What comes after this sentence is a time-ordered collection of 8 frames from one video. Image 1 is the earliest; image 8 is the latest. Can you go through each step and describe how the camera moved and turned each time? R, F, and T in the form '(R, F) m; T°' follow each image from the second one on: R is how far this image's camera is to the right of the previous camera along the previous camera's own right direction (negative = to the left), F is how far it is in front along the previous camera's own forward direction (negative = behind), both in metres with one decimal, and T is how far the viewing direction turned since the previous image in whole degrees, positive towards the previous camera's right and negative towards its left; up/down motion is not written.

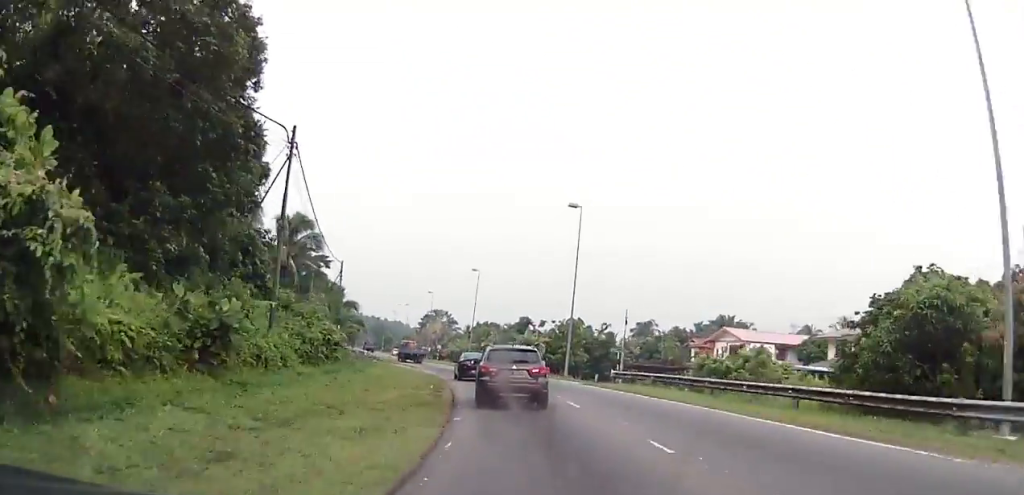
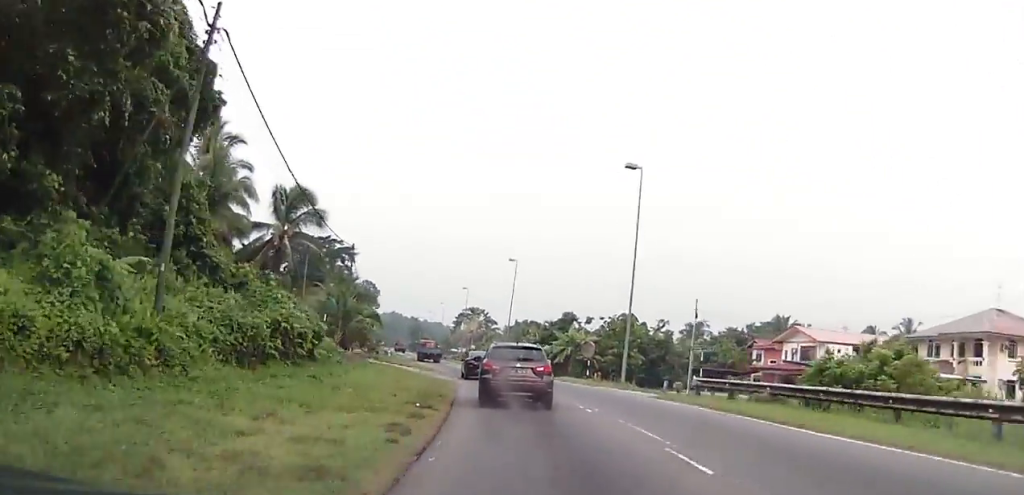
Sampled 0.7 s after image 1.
(-0.2, +10.8) m; -4°
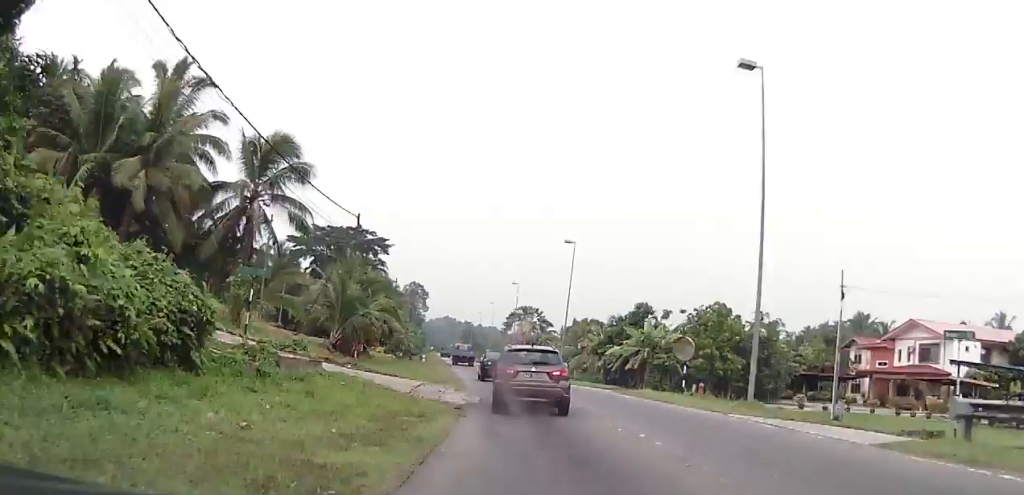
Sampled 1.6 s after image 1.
(-0.8, +14.5) m; -7°
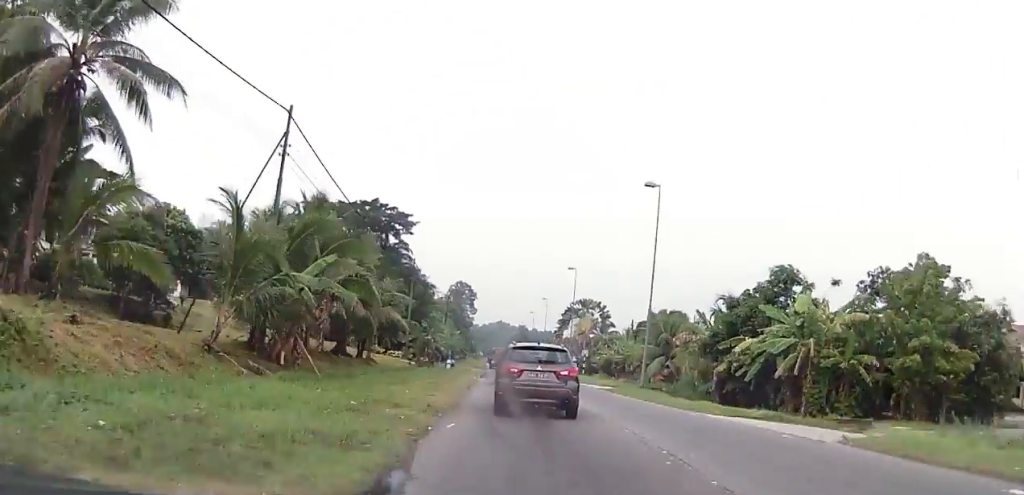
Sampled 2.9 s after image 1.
(-1.8, +20.6) m; -5°
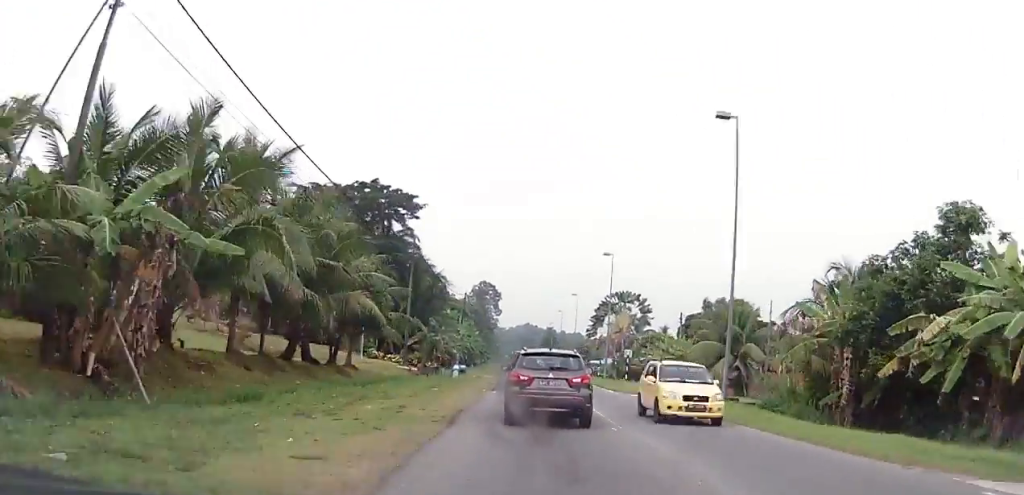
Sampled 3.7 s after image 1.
(+0.5, +12.7) m; -2°
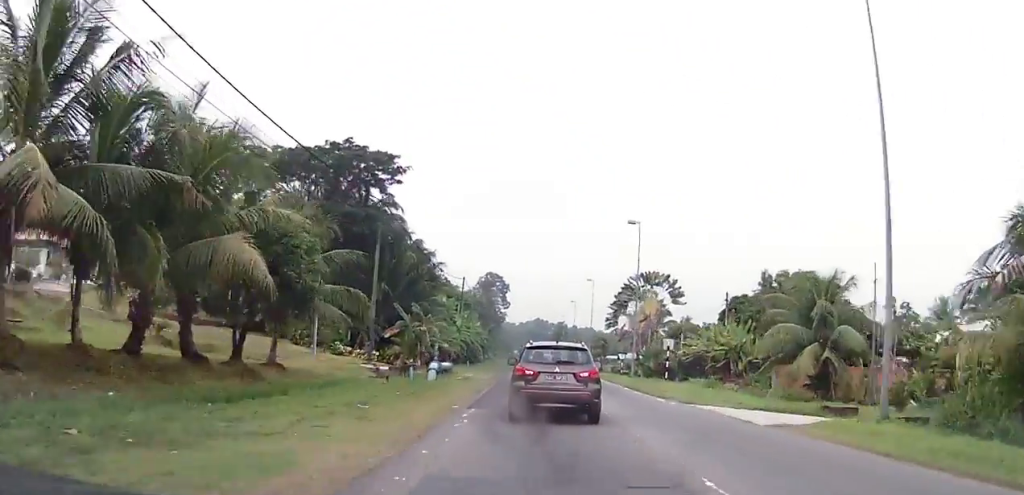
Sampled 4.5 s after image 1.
(-0.6, +13.1) m; -2°
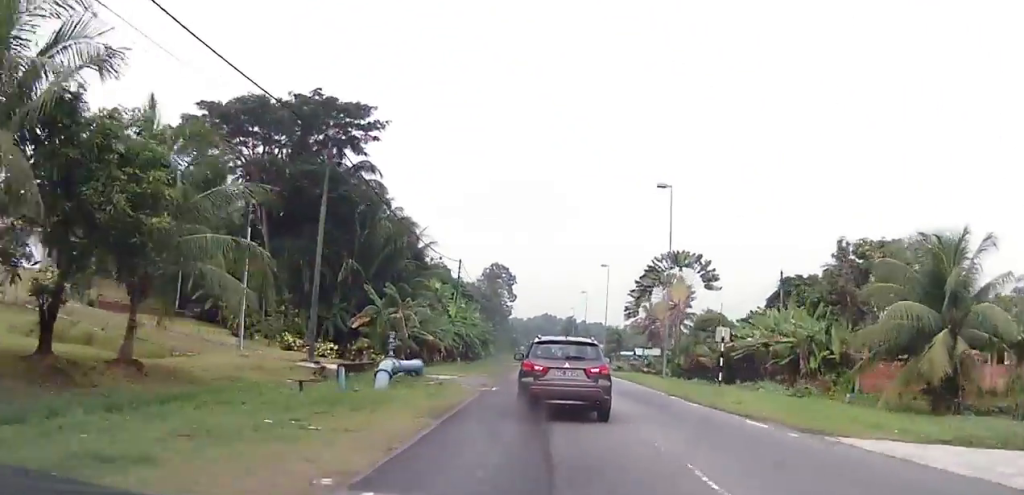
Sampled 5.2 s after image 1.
(-0.2, +10.9) m; 0°
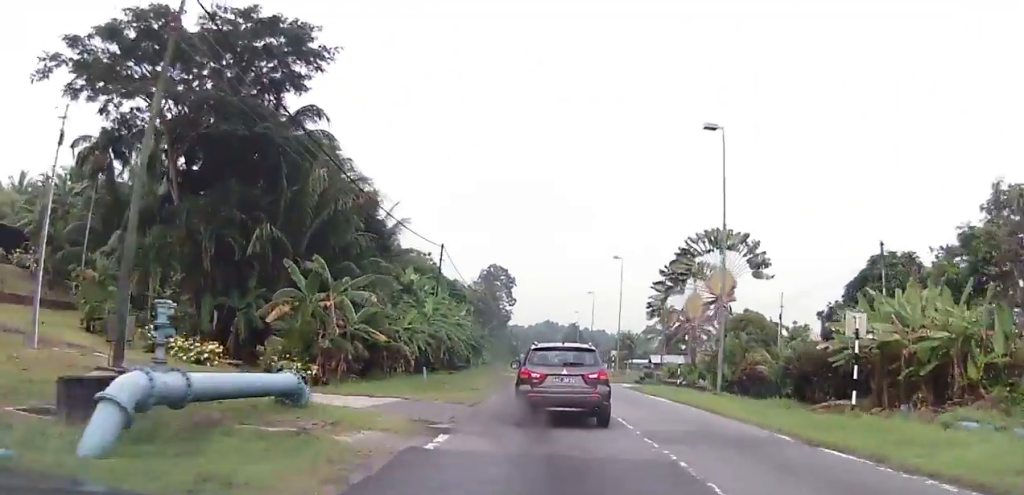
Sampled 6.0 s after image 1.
(+0.3, +12.8) m; +2°
